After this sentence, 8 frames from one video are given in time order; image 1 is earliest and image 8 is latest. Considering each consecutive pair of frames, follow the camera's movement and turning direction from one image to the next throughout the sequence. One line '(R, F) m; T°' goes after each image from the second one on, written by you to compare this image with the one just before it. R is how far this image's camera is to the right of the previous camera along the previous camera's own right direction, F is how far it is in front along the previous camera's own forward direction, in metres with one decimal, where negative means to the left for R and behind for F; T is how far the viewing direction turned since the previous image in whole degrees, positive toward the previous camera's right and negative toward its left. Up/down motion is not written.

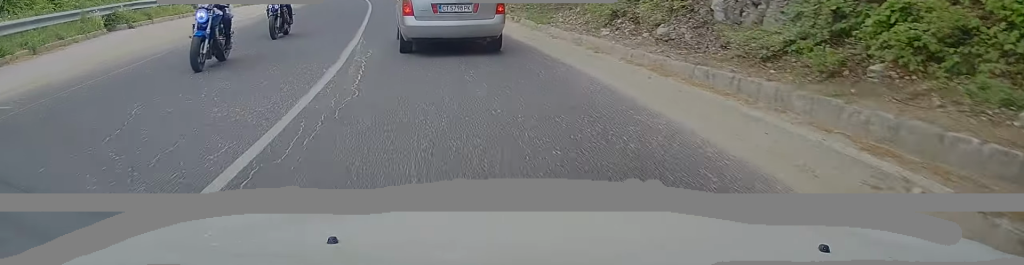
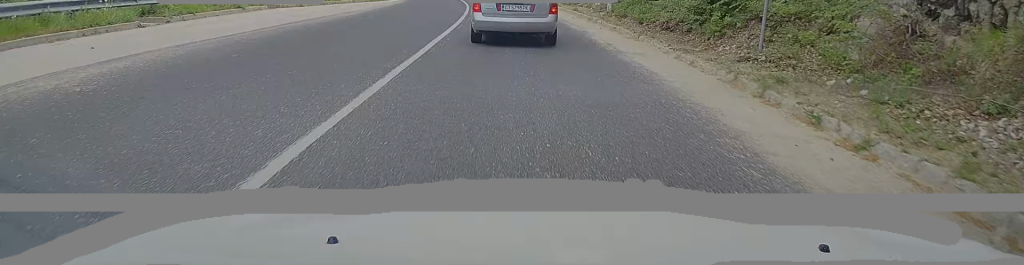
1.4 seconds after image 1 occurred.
(-2.3, +11.3) m; -16°
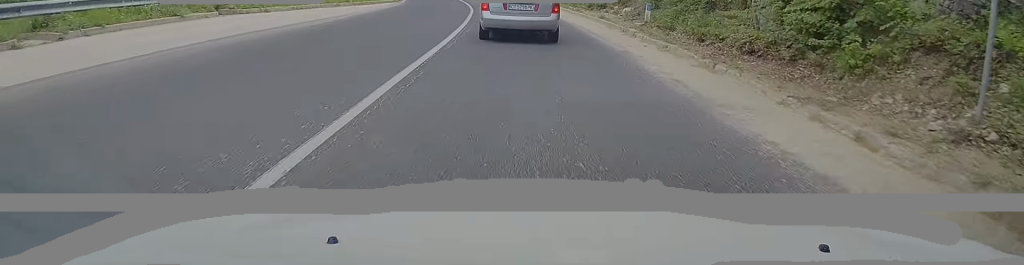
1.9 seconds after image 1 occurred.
(-0.1, +5.0) m; -3°
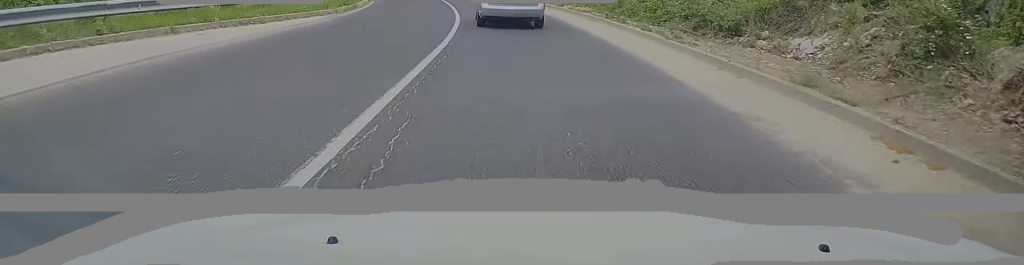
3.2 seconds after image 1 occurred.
(-0.9, +16.1) m; -5°
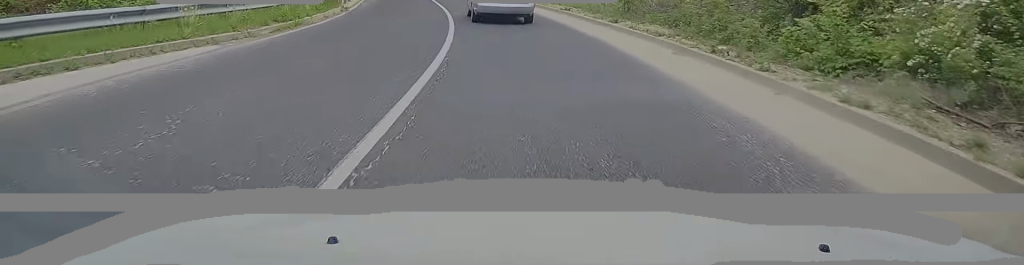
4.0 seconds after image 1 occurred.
(0.0, +9.8) m; -1°
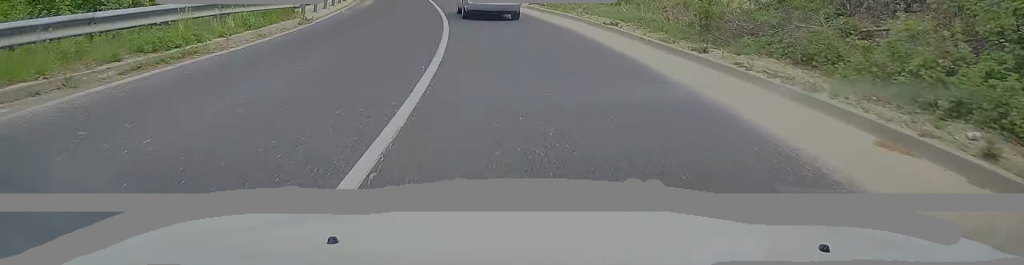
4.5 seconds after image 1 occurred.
(-0.1, +7.4) m; -2°
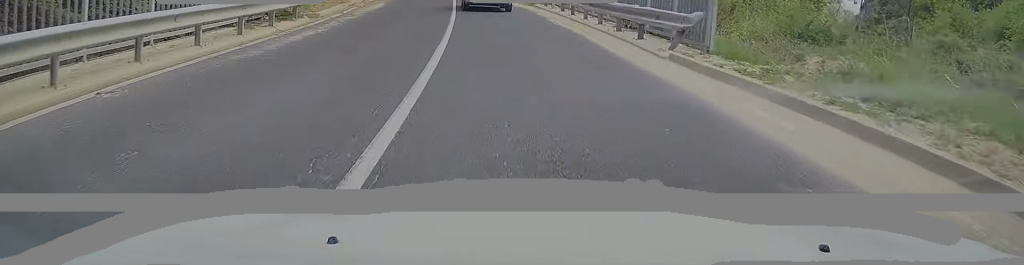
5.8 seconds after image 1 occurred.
(-0.9, +18.3) m; -7°
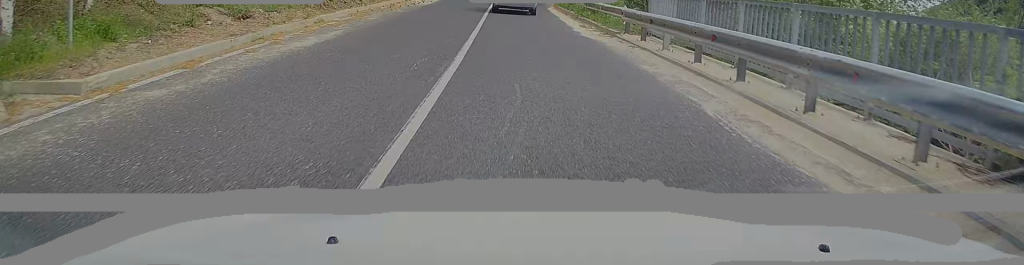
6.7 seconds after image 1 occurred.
(-0.7, +13.9) m; -4°
